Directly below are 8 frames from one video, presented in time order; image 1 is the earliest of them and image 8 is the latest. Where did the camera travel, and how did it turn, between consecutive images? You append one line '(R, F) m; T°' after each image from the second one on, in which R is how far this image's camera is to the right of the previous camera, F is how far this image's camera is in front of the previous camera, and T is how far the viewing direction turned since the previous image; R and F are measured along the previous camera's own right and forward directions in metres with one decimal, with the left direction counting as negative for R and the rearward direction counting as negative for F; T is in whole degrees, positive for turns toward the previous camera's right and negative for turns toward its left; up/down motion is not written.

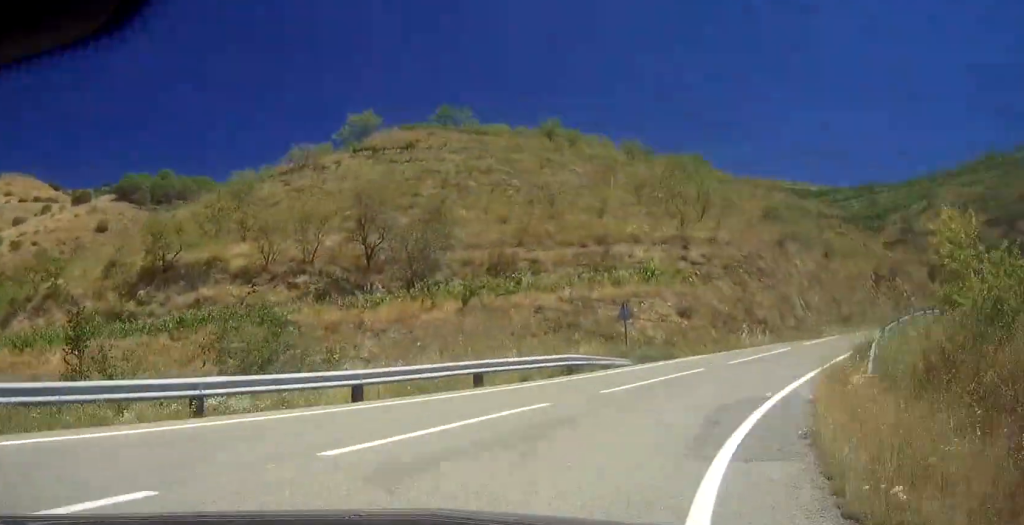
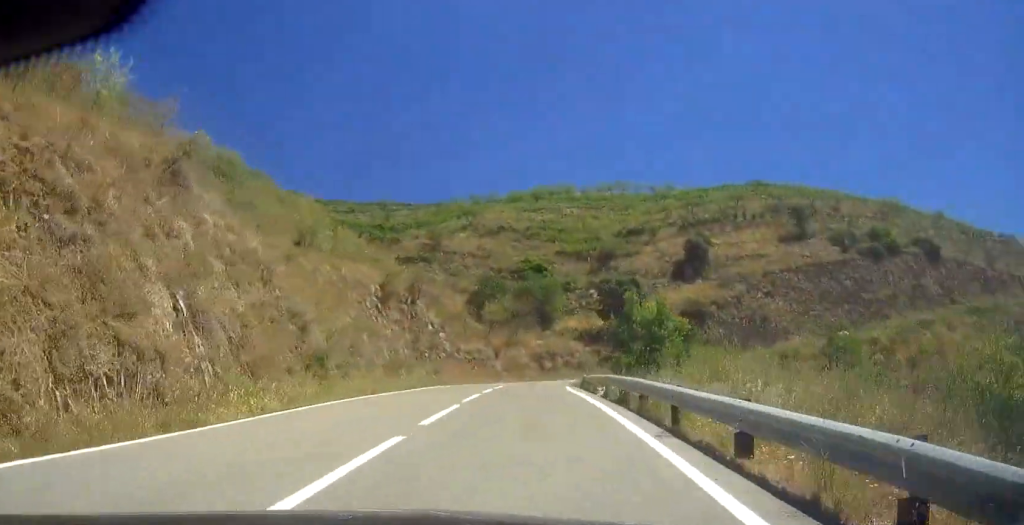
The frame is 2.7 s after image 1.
(+7.2, +26.7) m; +28°
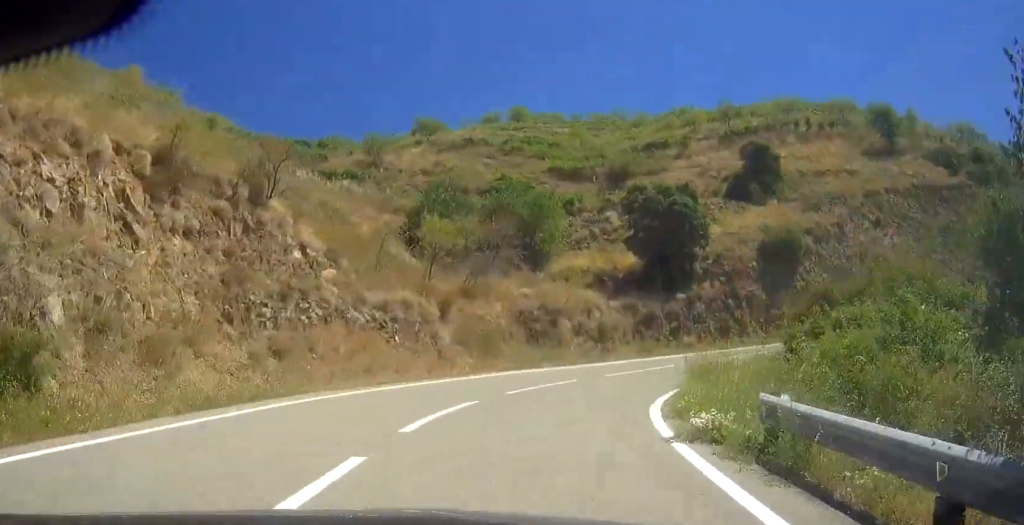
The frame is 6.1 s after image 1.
(+7.3, +33.1) m; +30°
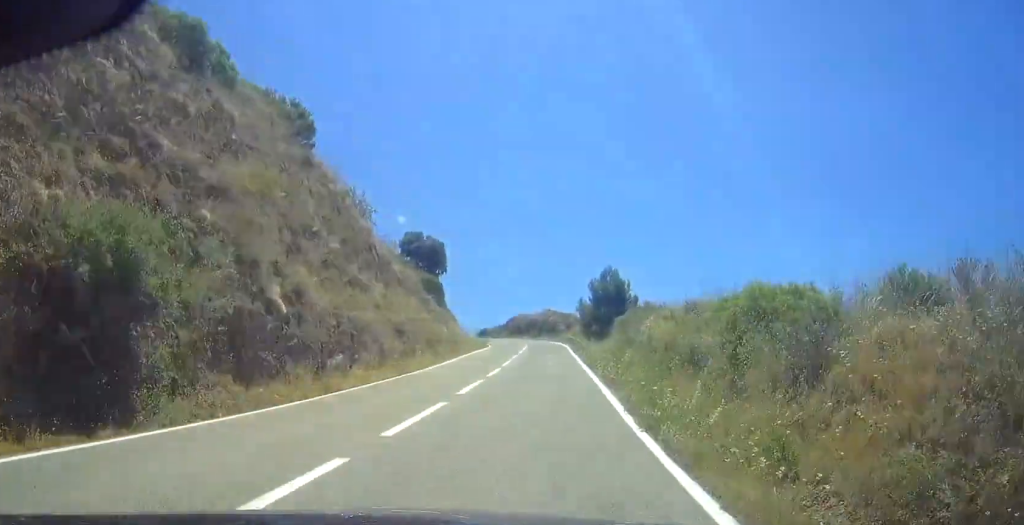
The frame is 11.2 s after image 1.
(+20.5, +43.6) m; +35°
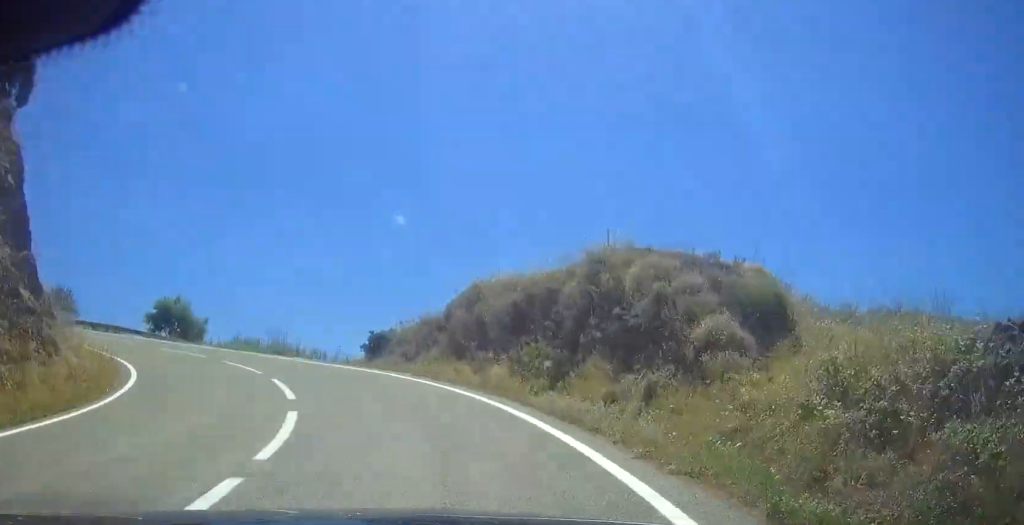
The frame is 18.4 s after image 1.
(+1.6, +68.7) m; -14°
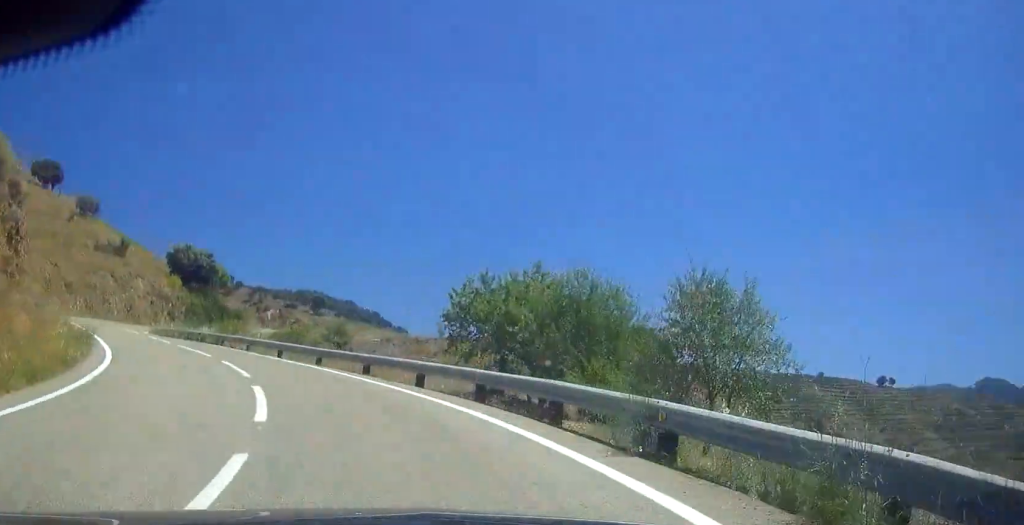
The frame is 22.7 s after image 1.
(-6.5, +34.0) m; -40°
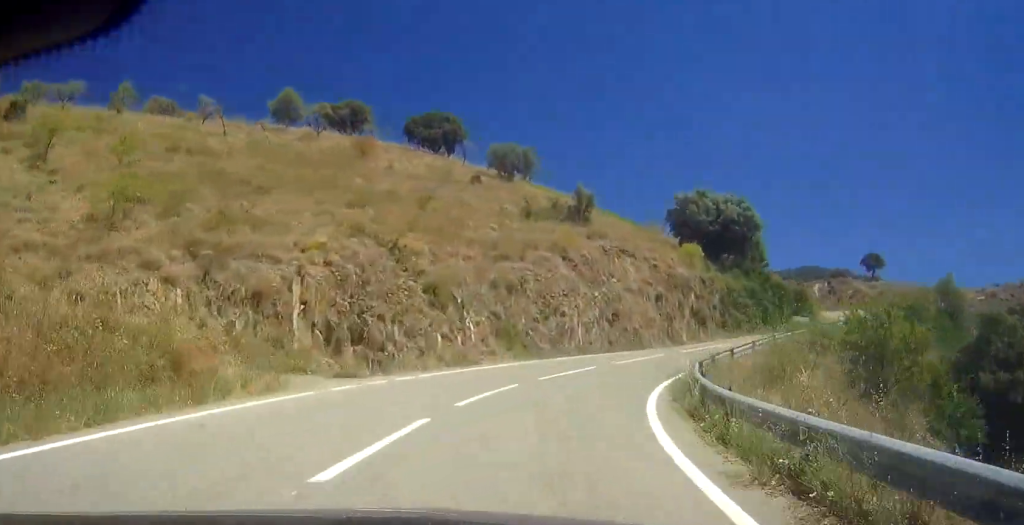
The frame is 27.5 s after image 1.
(-17.6, +43.0) m; -16°
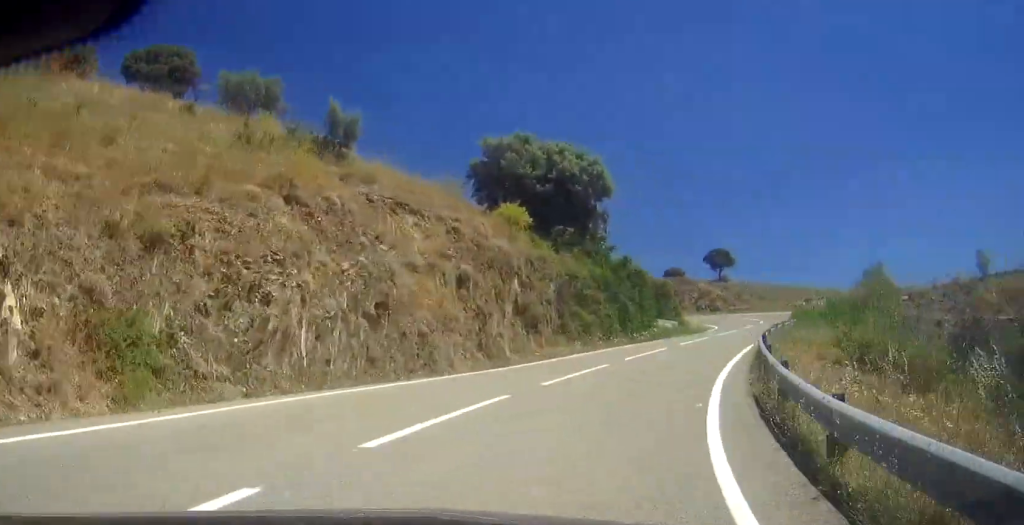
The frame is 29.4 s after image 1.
(+1.6, +18.9) m; +4°
